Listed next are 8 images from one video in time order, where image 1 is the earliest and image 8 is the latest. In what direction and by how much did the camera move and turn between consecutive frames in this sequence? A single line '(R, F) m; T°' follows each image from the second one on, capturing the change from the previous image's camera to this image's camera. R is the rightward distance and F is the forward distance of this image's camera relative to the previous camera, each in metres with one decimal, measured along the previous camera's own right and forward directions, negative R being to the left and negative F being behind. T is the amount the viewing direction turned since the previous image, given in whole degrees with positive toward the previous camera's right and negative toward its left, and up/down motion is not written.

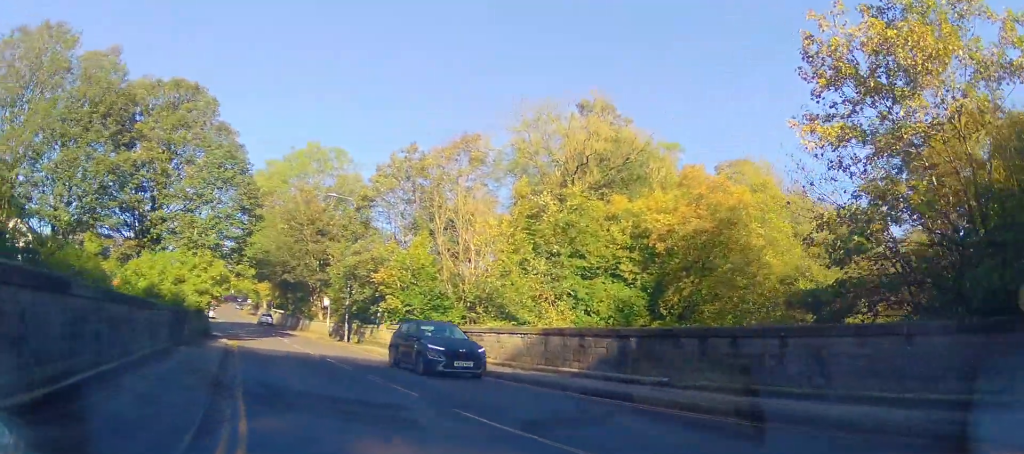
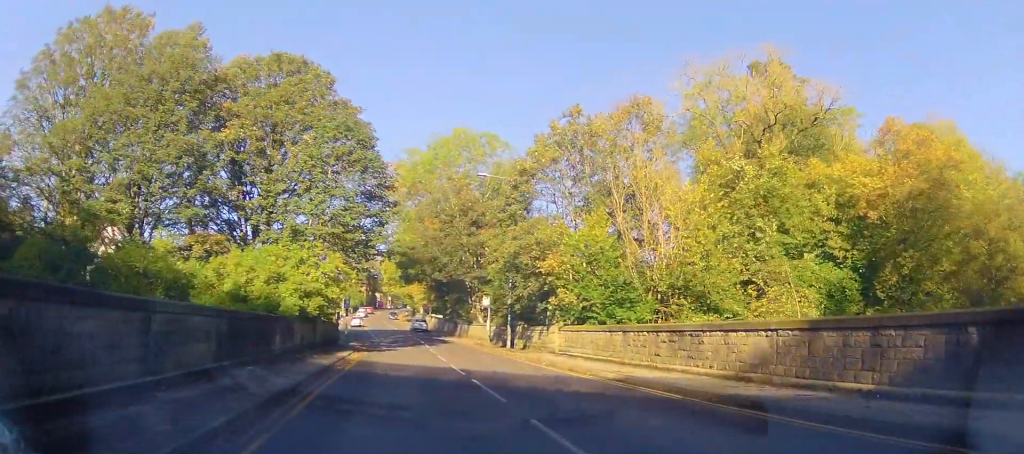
(-1.2, +6.9) m; -22°
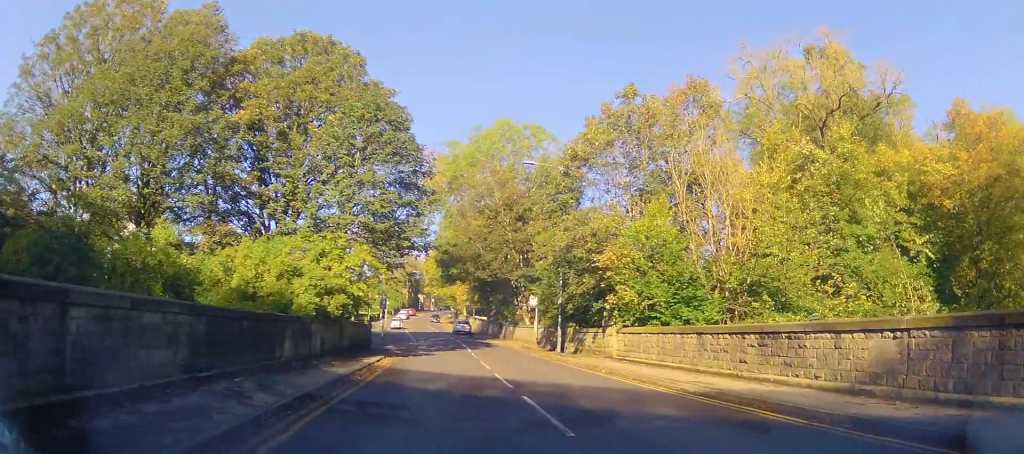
(-0.3, +2.7) m; -6°
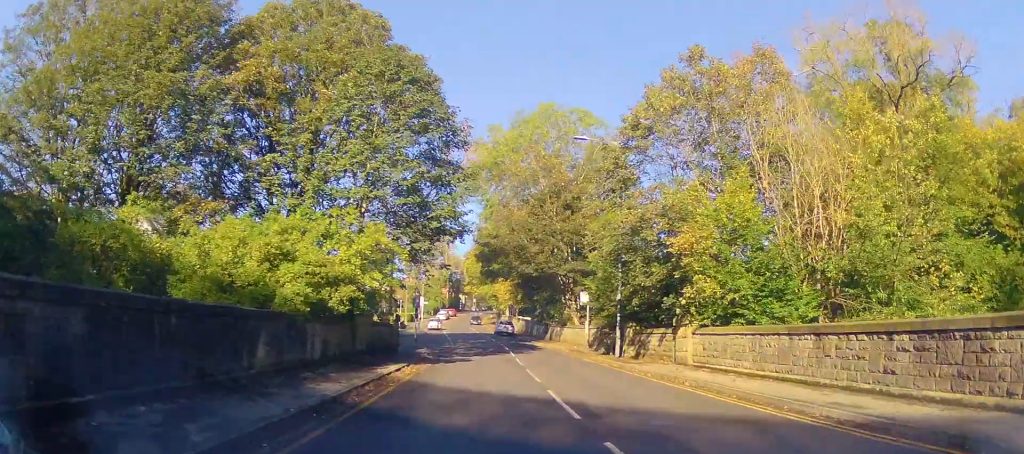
(-0.3, +3.6) m; -6°
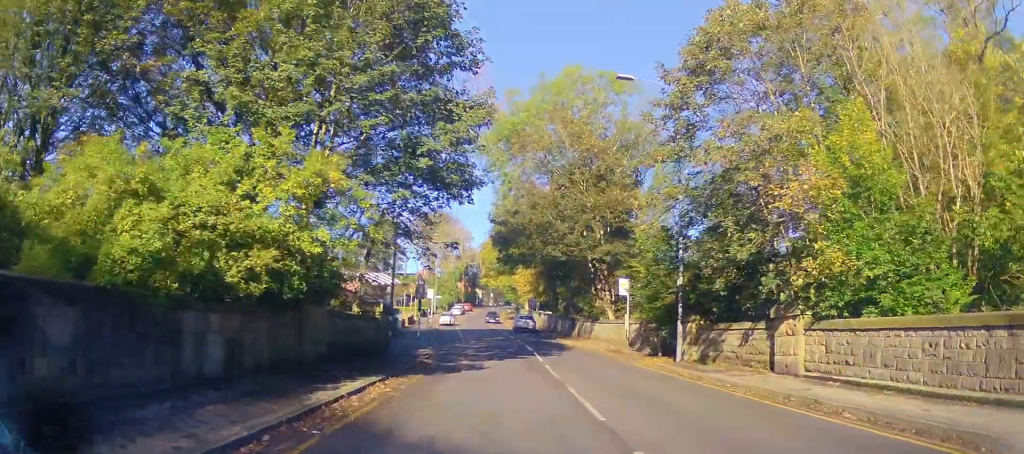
(-0.2, +5.4) m; -2°
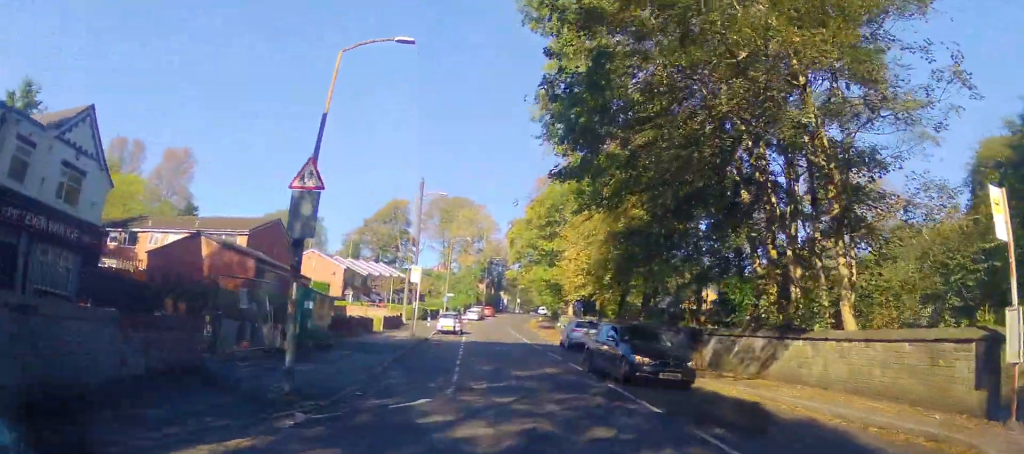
(-2.3, +22.6) m; -7°
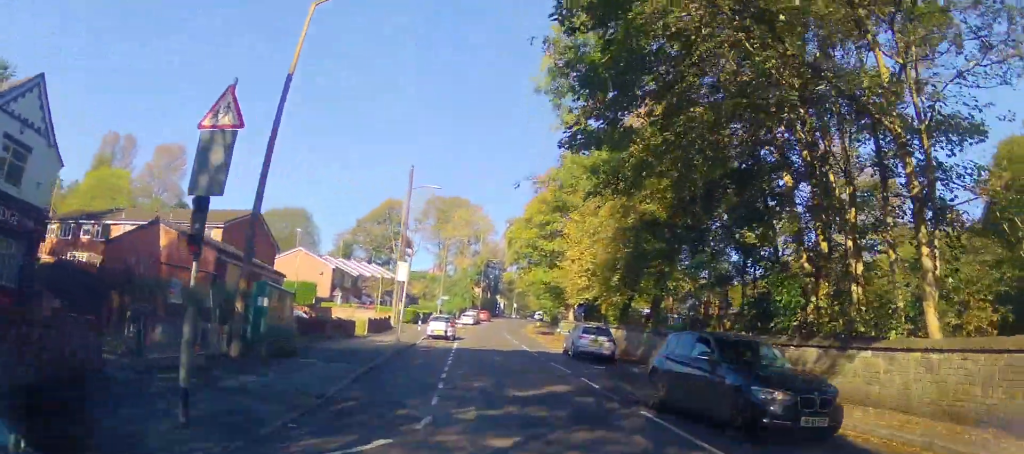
(+0.2, +3.4) m; +3°
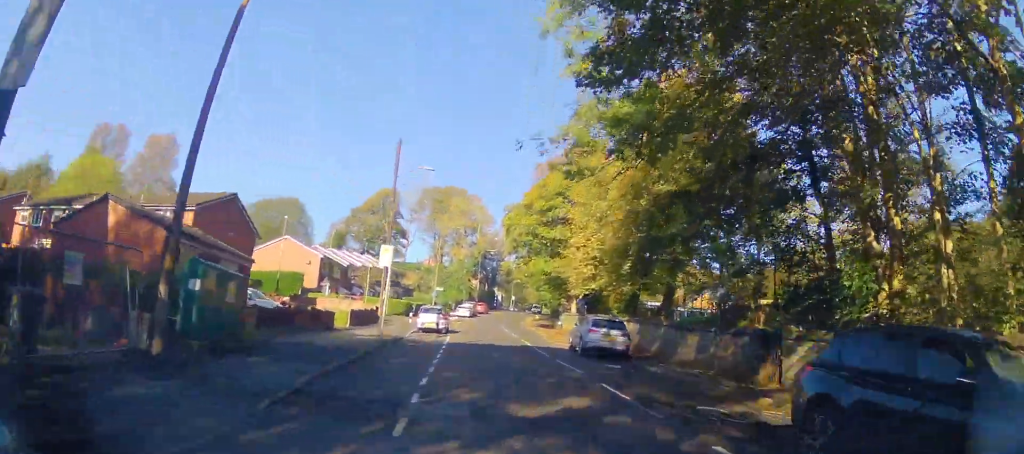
(+0.1, +3.4) m; +2°
